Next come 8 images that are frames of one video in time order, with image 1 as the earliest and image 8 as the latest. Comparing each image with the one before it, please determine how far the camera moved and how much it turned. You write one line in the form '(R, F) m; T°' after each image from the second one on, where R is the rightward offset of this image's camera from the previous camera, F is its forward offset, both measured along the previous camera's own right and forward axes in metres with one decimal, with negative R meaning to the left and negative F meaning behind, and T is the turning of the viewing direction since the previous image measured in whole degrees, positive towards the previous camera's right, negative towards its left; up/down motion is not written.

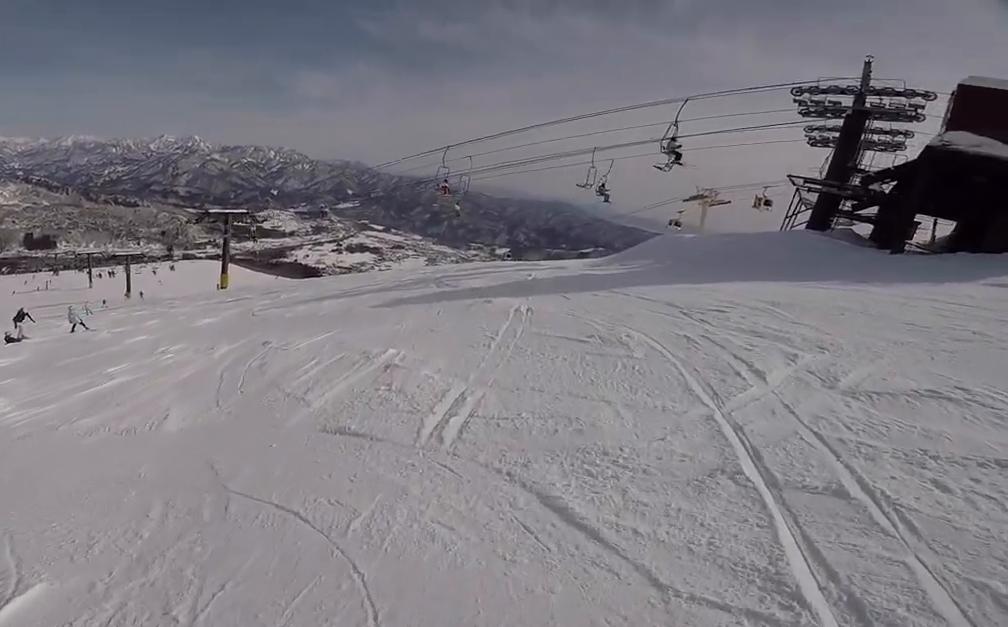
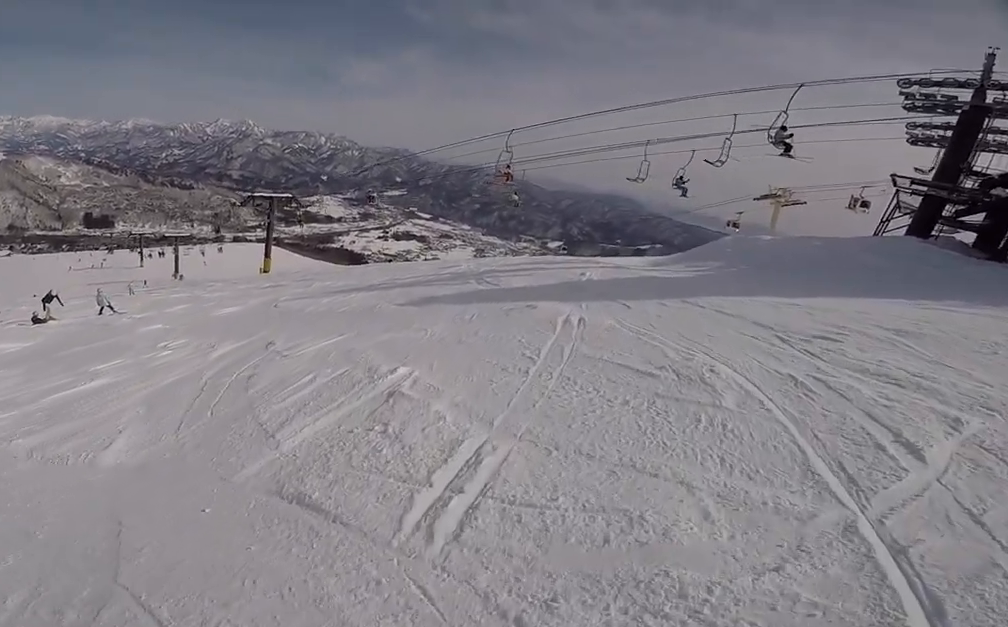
(-0.1, +1.1) m; -10°
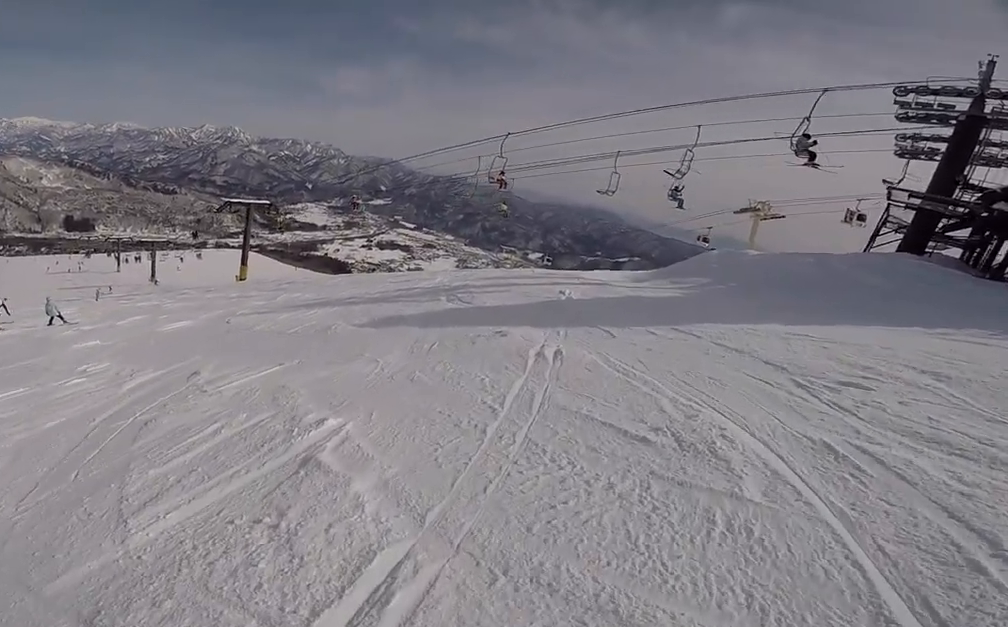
(-0.2, +1.2) m; -4°
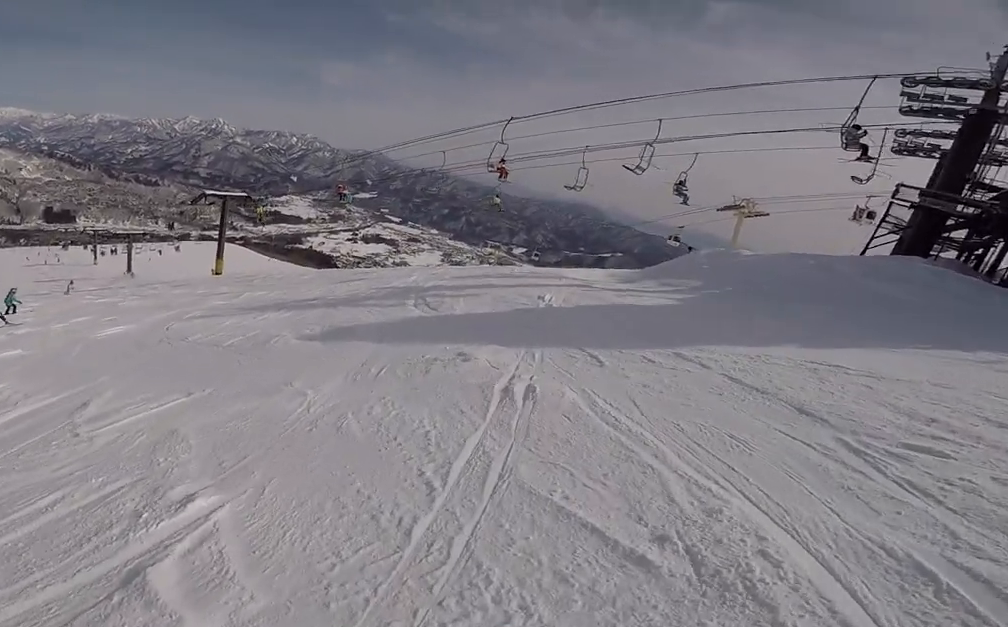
(-0.1, +1.6) m; -4°
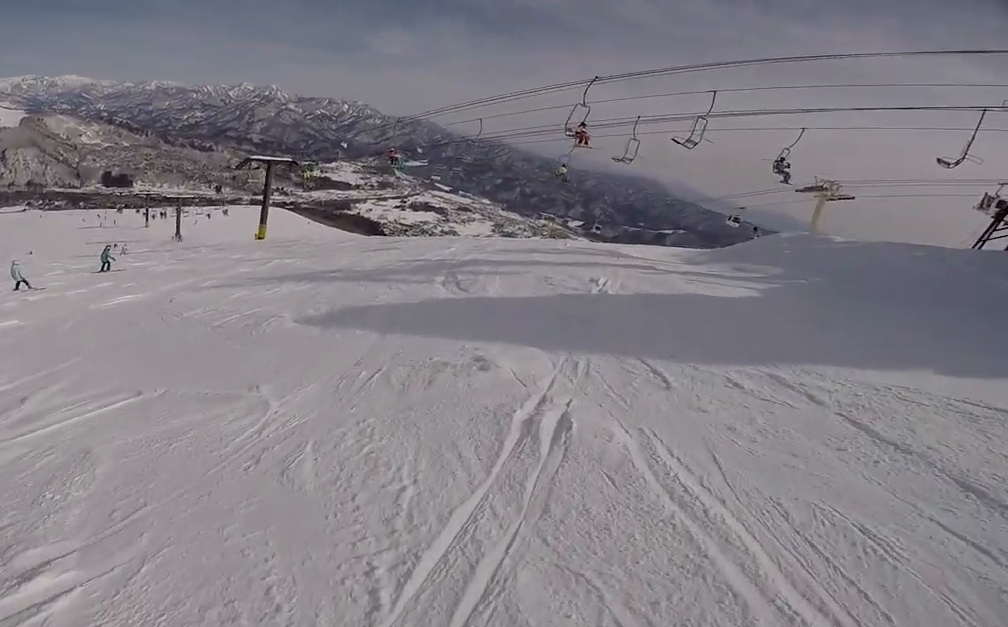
(0.0, +1.5) m; -1°
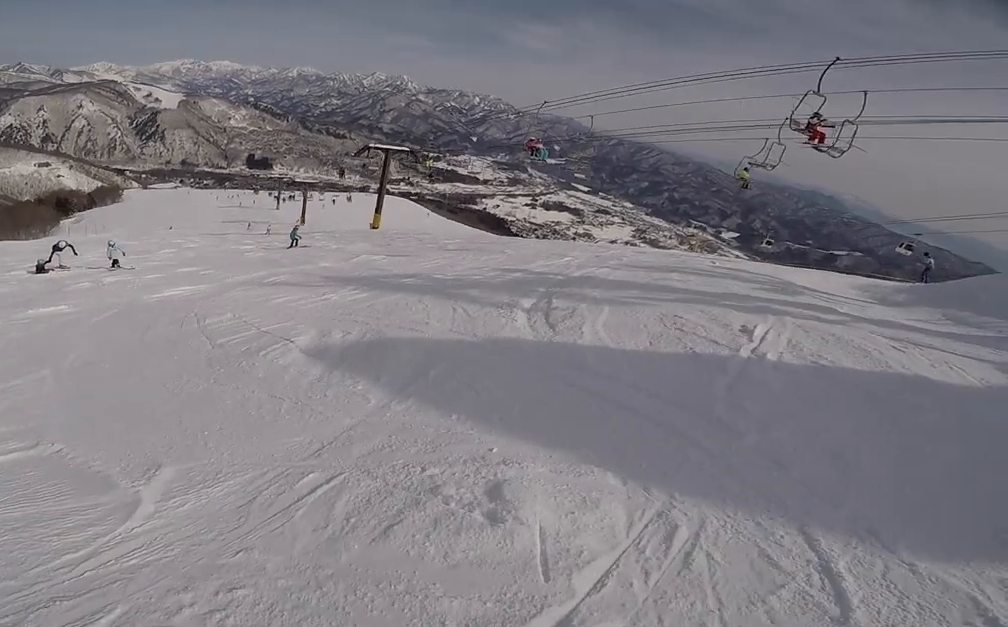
(-0.1, +2.6) m; -17°
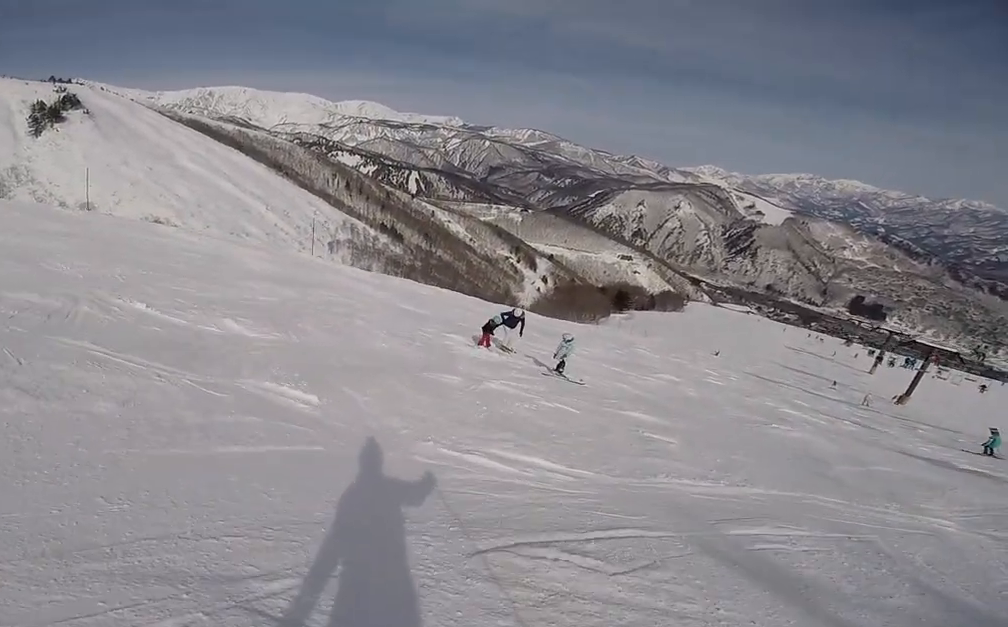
(-5.3, +5.4) m; -69°
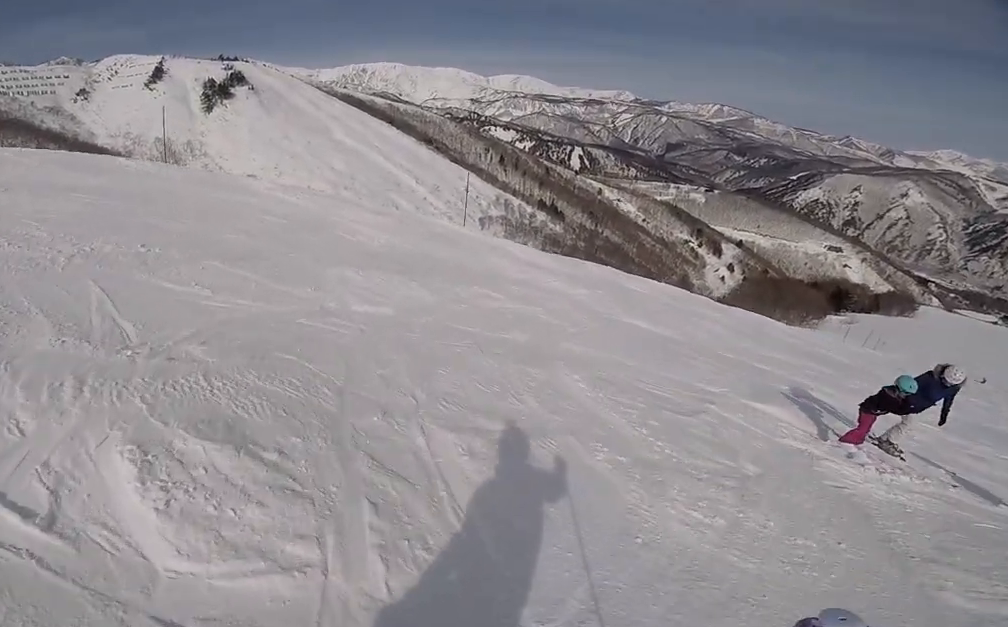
(-0.2, +6.3) m; -2°
